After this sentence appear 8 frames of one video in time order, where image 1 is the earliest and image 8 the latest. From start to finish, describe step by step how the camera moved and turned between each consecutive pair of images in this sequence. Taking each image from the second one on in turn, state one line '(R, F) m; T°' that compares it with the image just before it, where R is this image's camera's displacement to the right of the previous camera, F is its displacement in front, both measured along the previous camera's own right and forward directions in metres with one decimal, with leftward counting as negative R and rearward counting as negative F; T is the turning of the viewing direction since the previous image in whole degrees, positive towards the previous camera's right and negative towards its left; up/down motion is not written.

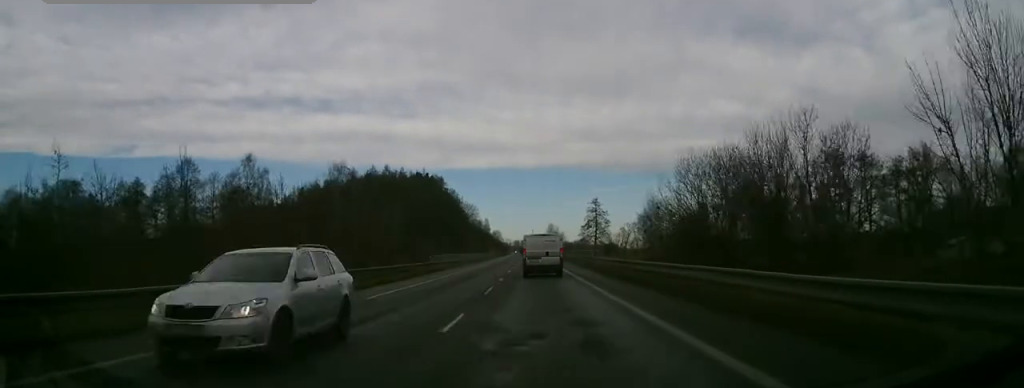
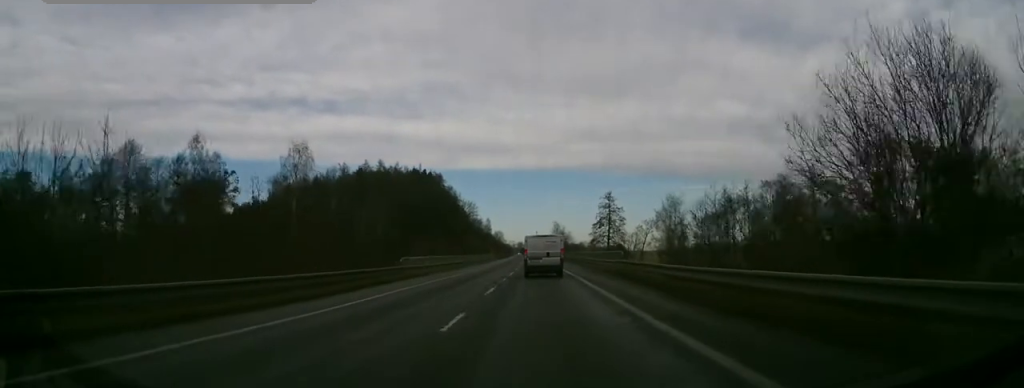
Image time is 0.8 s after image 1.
(-0.2, +17.8) m; -1°
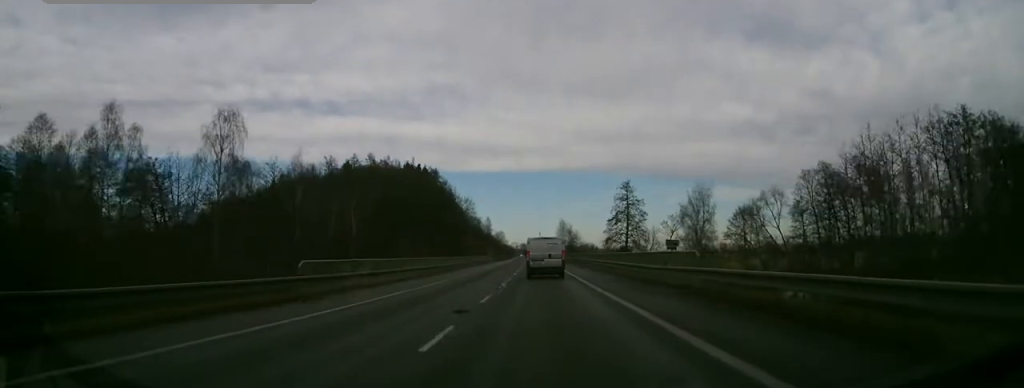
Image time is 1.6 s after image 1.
(-0.3, +20.2) m; 0°
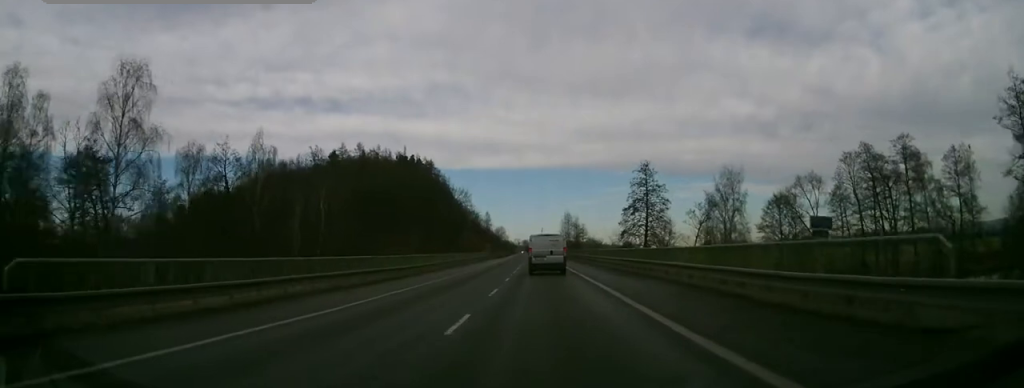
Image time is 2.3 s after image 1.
(+0.2, +15.4) m; 0°
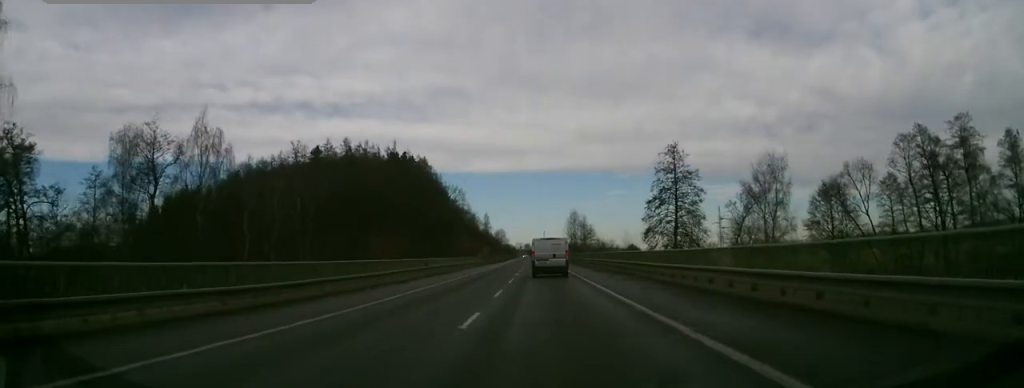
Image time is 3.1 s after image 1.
(-0.2, +17.1) m; 0°
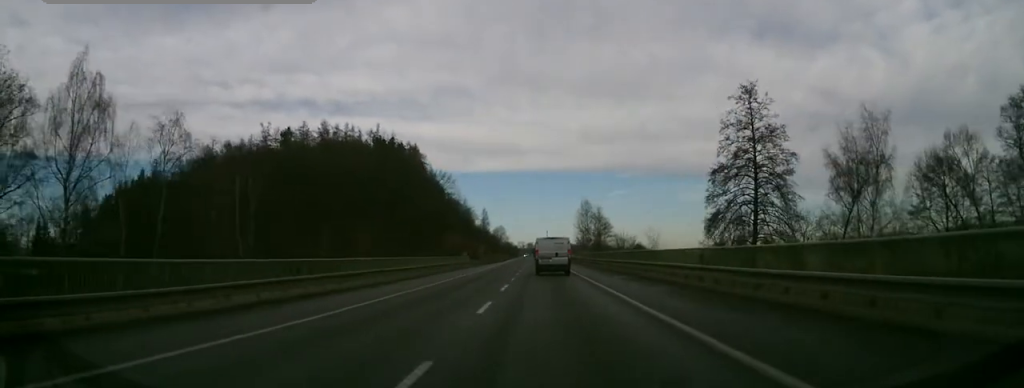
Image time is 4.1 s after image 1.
(-0.1, +23.2) m; 0°
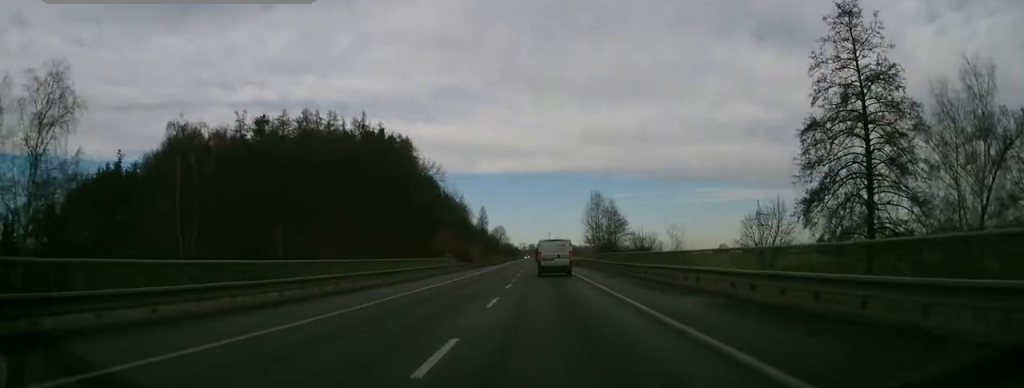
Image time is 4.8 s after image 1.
(0.0, +16.0) m; 0°
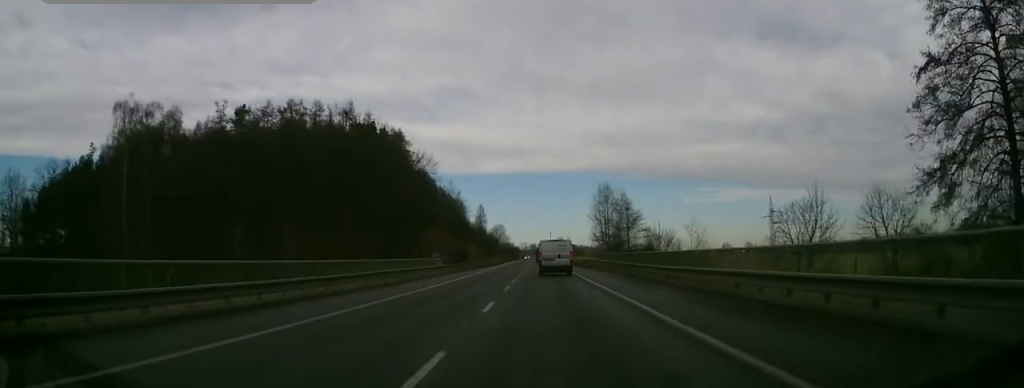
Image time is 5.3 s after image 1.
(0.0, +10.7) m; 0°
